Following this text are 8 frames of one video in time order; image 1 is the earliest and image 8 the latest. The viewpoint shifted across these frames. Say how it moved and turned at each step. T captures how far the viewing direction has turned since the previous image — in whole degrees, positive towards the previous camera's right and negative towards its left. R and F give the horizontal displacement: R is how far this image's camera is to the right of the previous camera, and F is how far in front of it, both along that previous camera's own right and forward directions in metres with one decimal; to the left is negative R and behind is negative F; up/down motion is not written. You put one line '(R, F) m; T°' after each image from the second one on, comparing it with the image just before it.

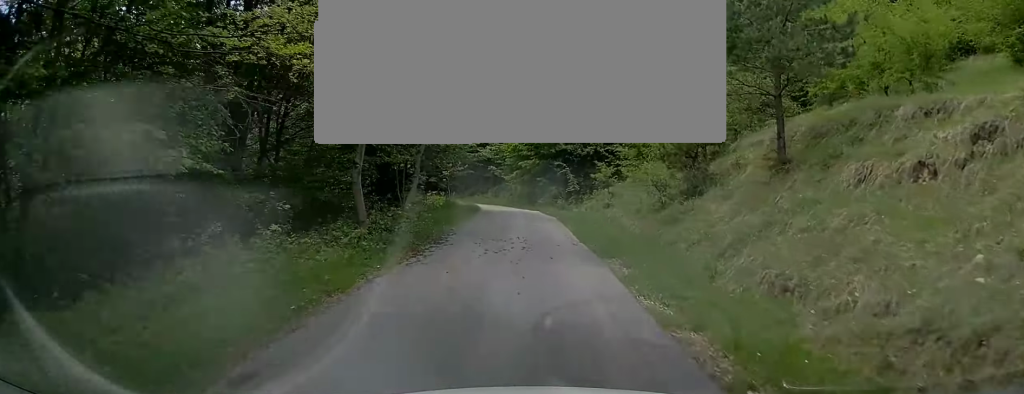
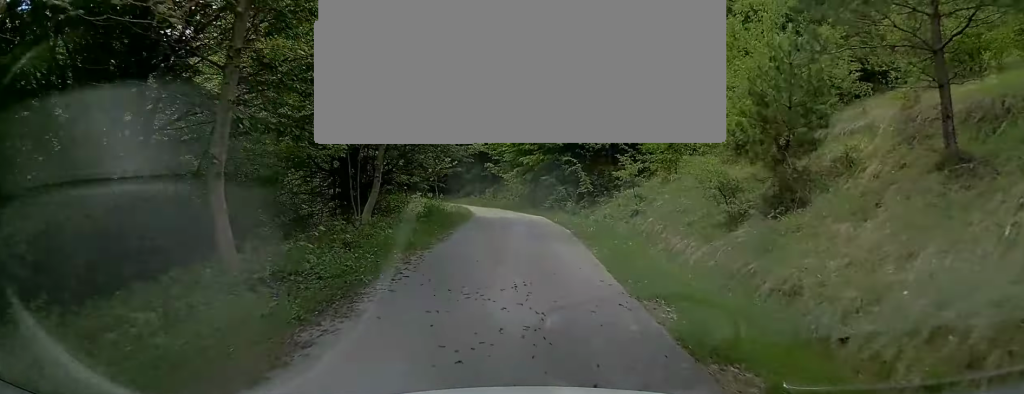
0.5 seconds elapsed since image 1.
(-0.2, +5.9) m; +1°
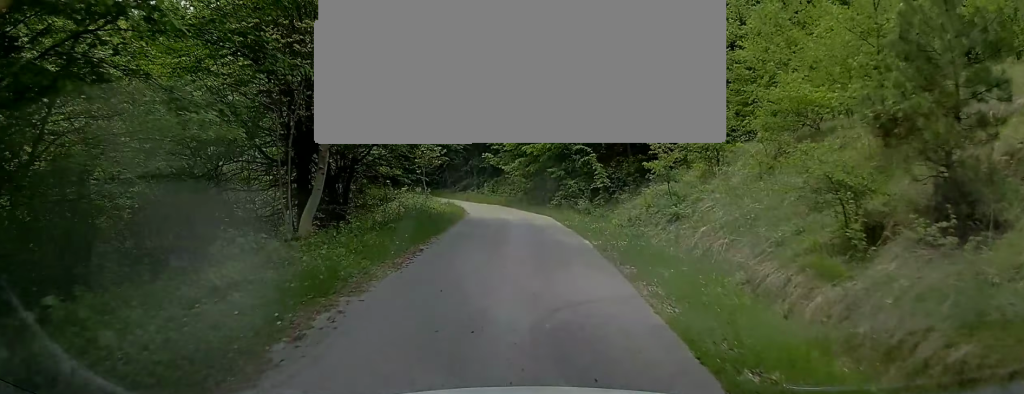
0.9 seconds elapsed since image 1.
(-0.3, +4.7) m; +1°
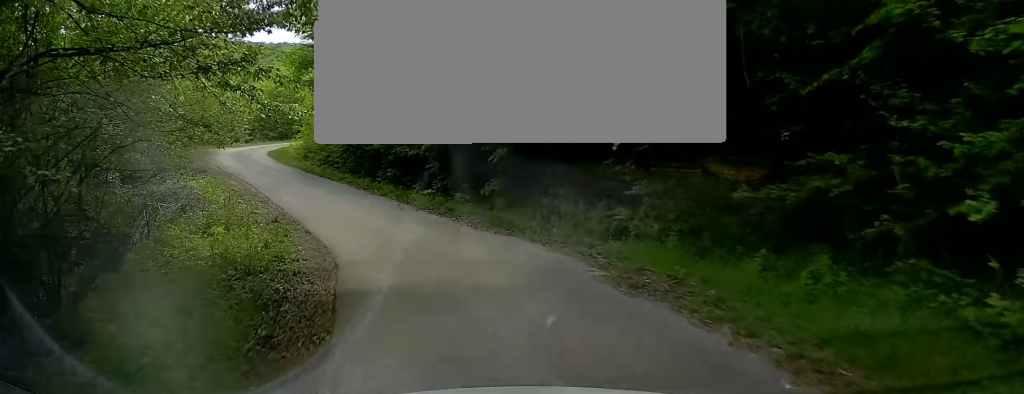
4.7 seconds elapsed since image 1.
(-5.2, +39.5) m; -22°
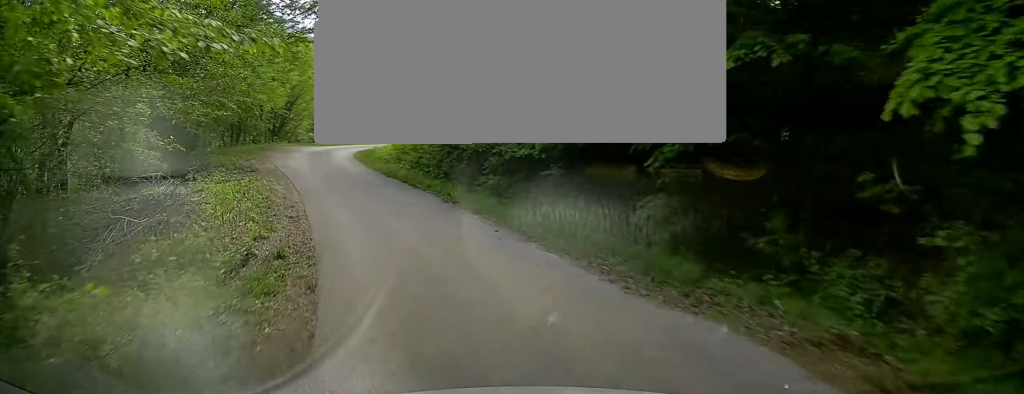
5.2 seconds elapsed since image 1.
(-0.1, +4.9) m; -3°
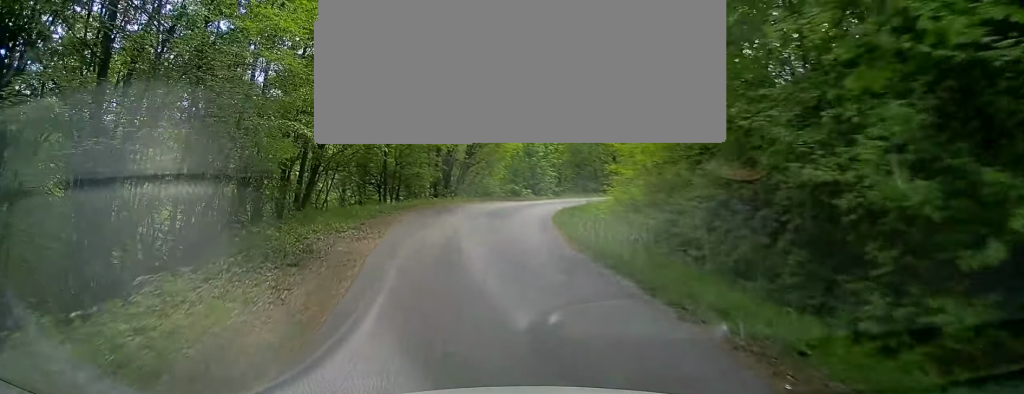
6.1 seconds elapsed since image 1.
(-0.5, +9.2) m; -9°
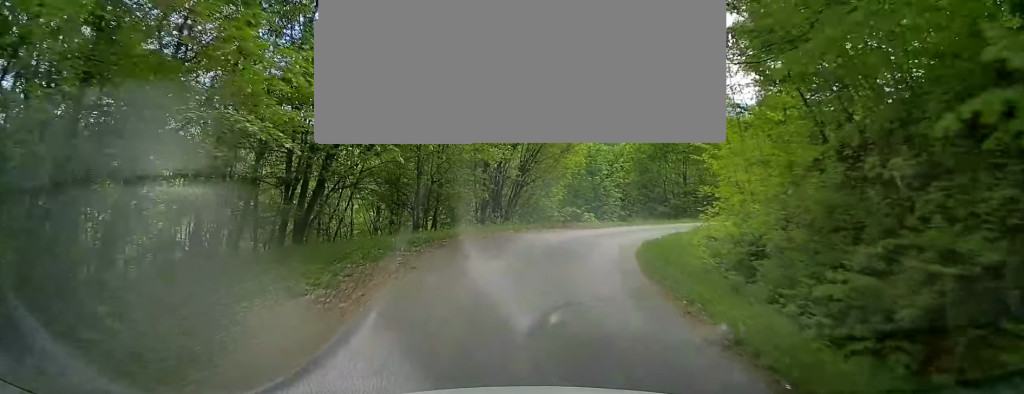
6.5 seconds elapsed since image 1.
(-0.4, +4.2) m; -6°
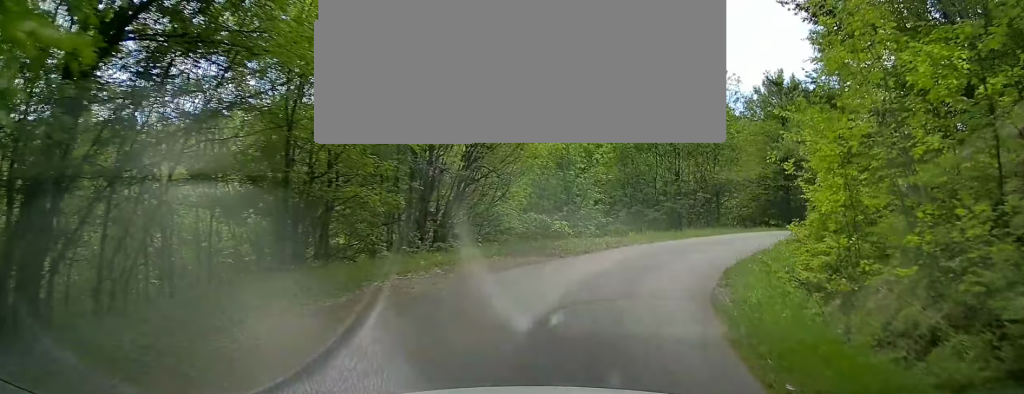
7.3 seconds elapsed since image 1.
(-0.6, +7.3) m; -9°
